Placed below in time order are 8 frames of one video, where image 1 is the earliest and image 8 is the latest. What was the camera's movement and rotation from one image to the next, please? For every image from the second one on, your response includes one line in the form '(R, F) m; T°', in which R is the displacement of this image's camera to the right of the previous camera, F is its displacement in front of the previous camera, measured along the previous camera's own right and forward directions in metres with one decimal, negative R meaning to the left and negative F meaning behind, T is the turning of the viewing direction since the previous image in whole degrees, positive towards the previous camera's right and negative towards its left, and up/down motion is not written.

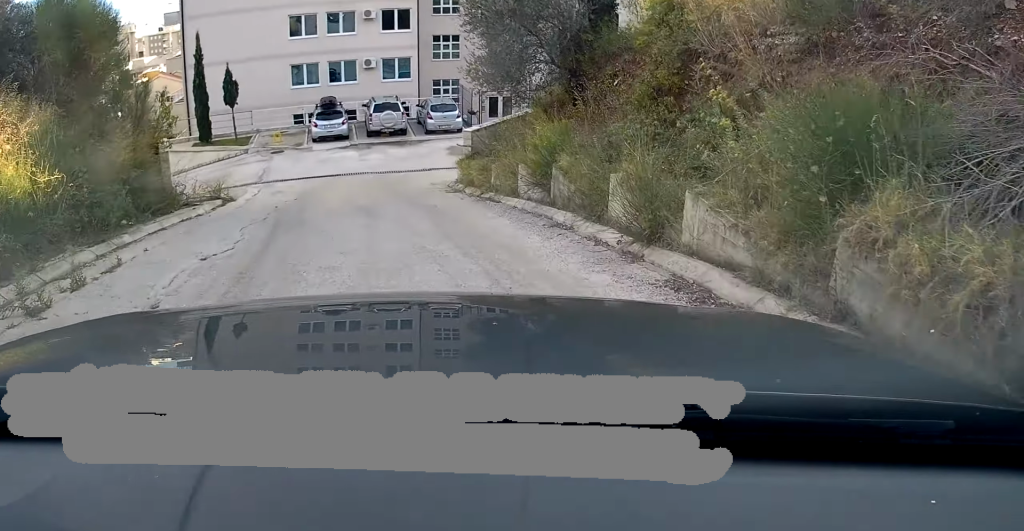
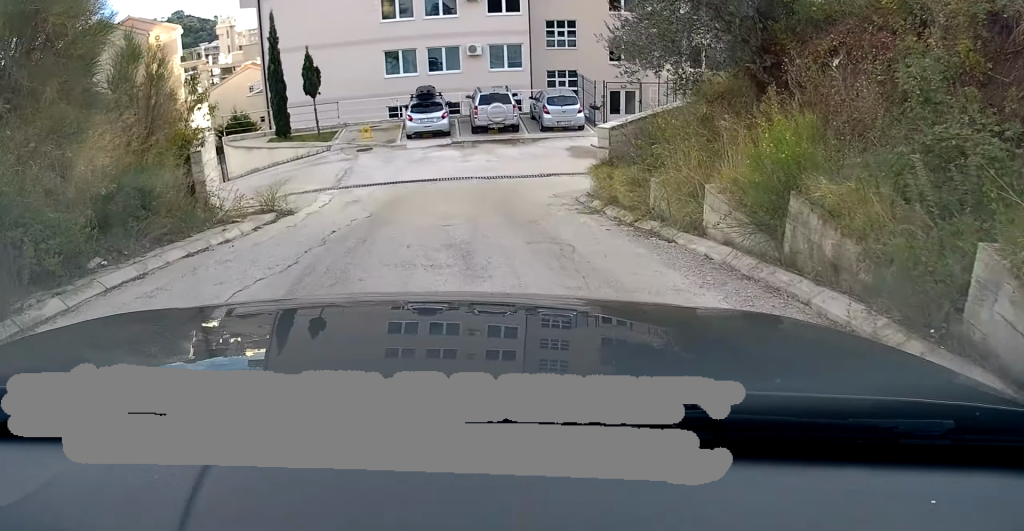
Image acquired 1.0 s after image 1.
(0.0, +3.8) m; -3°
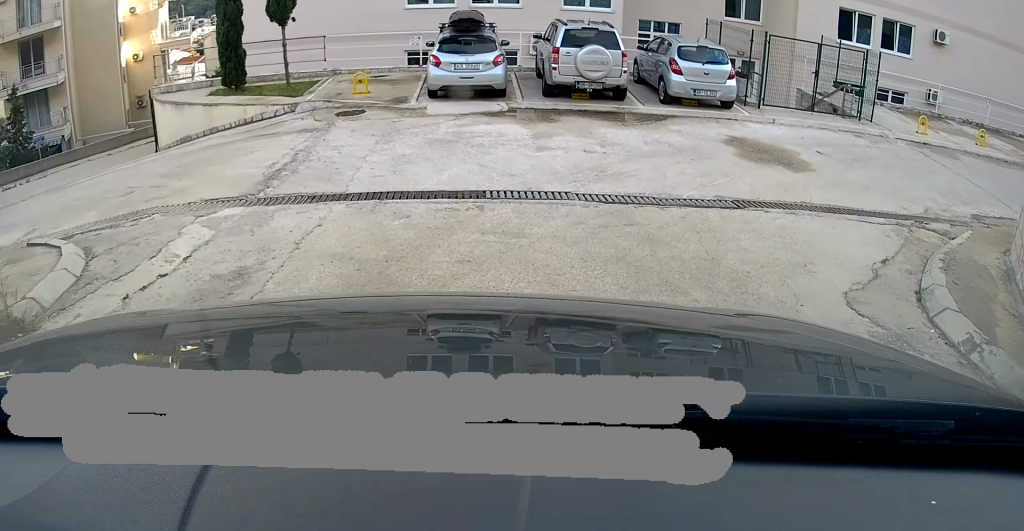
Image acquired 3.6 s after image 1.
(0.0, +9.2) m; +13°
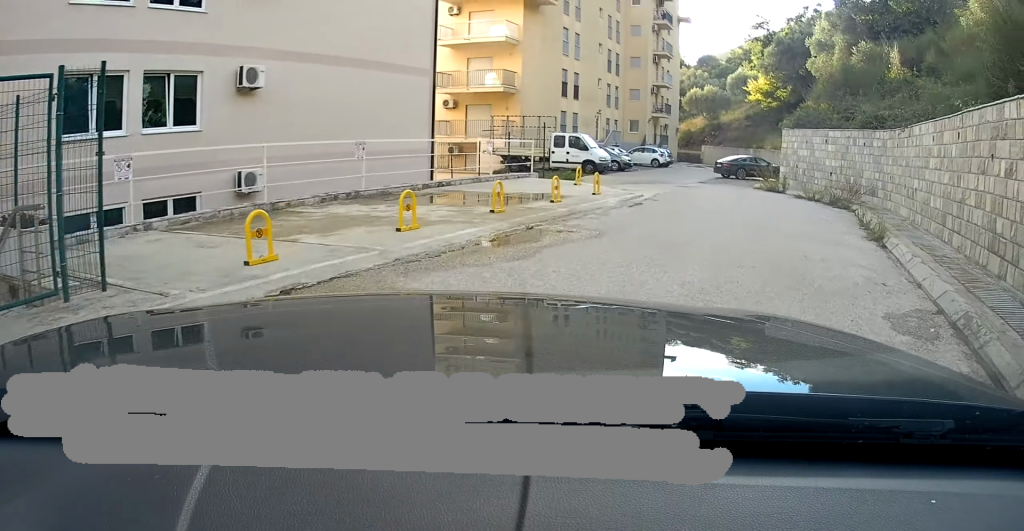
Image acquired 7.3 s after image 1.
(+6.4, +10.2) m; +63°
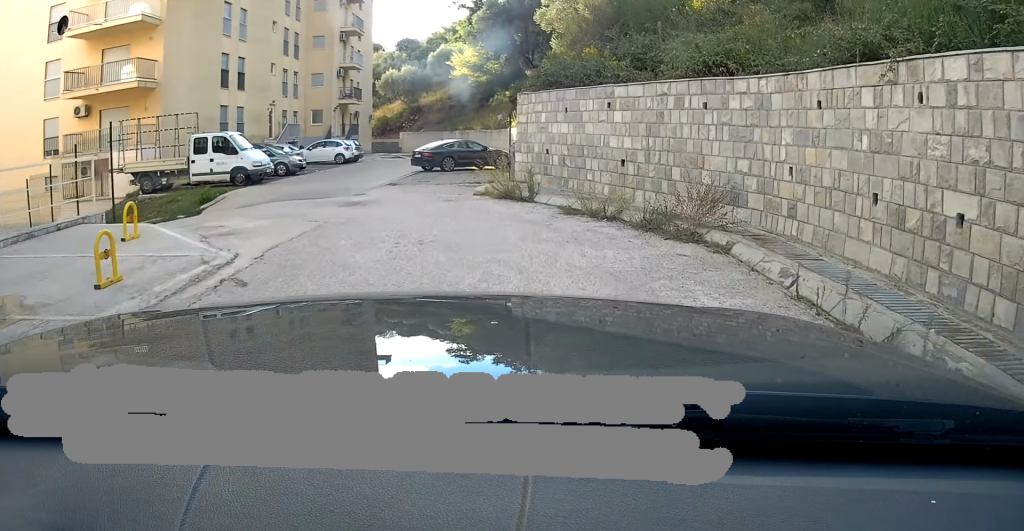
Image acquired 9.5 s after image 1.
(+1.2, +8.6) m; -3°
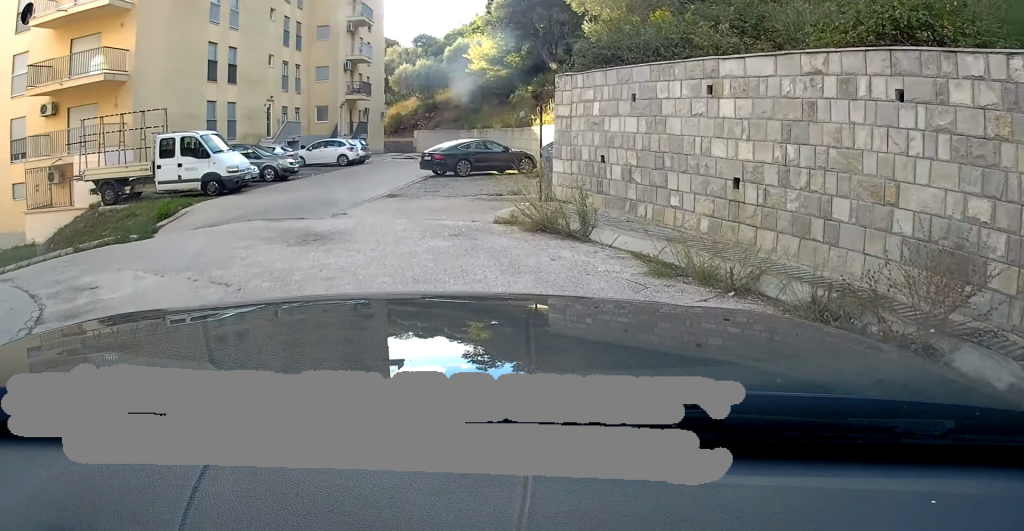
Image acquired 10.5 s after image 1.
(-0.4, +3.7) m; -12°
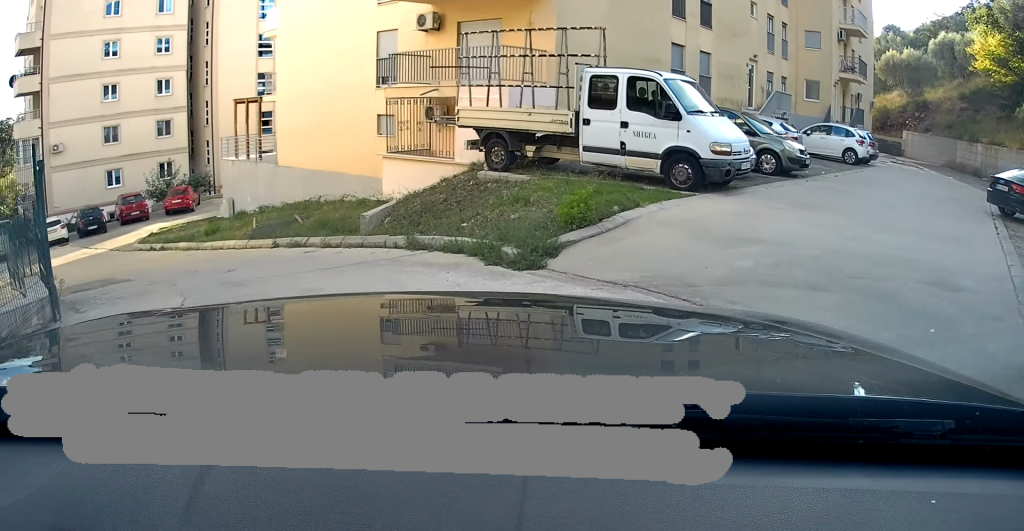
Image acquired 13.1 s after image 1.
(-2.2, +8.0) m; -40°
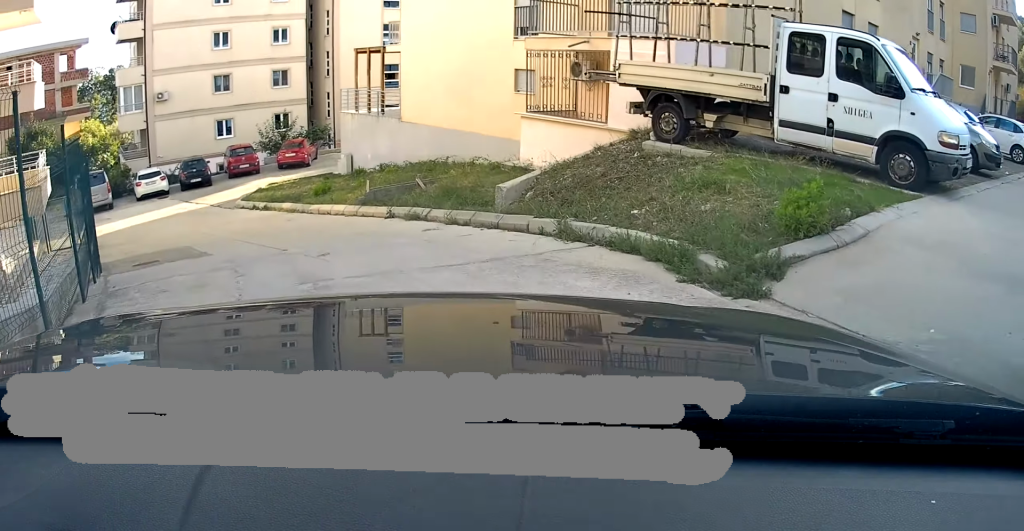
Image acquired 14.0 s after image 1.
(-0.8, +2.4) m; -9°
